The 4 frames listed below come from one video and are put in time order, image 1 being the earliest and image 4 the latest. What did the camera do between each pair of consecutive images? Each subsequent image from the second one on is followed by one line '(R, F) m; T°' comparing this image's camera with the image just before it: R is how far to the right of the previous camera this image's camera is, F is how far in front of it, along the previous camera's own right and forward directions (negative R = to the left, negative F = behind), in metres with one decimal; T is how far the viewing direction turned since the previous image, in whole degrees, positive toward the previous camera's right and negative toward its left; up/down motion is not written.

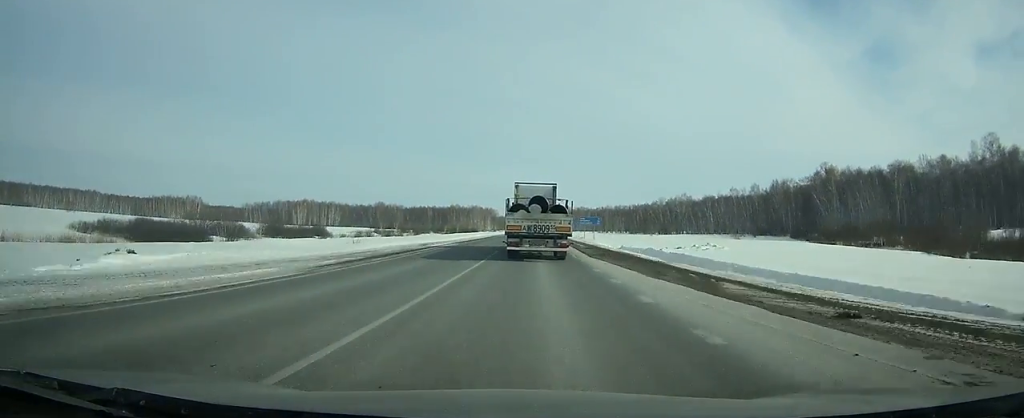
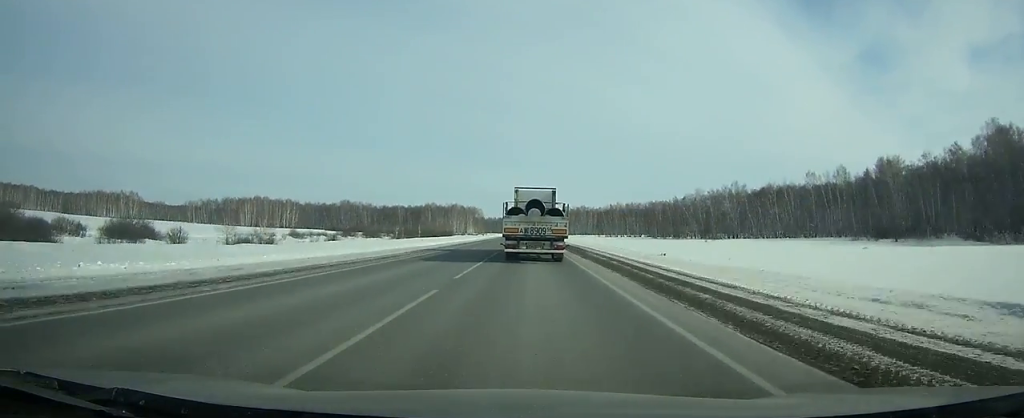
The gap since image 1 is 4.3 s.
(+0.9, +88.3) m; +1°
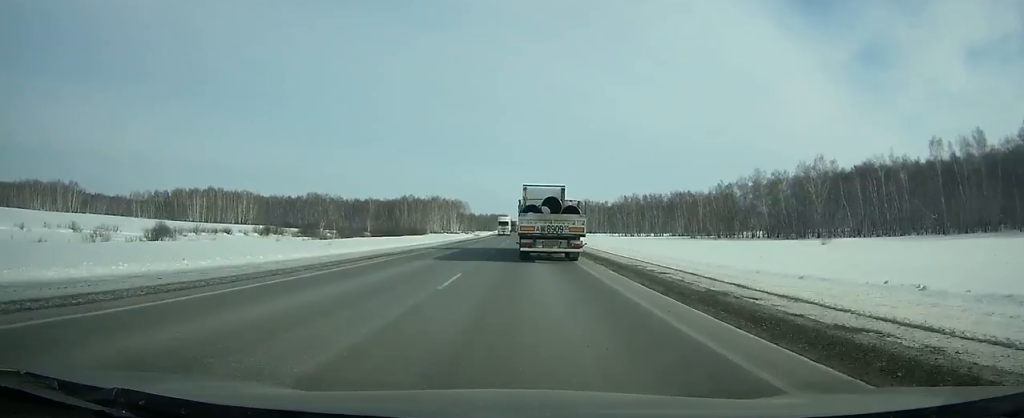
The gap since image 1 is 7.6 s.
(+0.3, +68.4) m; 0°
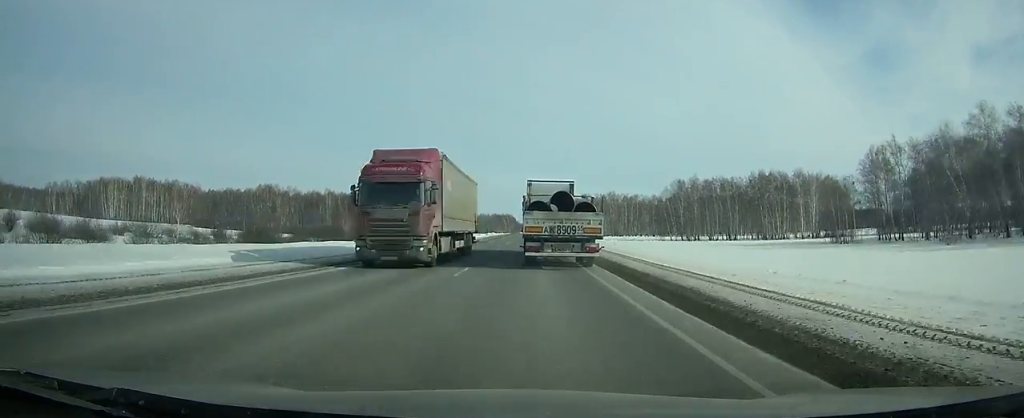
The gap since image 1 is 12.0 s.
(+0.2, +92.3) m; 0°
